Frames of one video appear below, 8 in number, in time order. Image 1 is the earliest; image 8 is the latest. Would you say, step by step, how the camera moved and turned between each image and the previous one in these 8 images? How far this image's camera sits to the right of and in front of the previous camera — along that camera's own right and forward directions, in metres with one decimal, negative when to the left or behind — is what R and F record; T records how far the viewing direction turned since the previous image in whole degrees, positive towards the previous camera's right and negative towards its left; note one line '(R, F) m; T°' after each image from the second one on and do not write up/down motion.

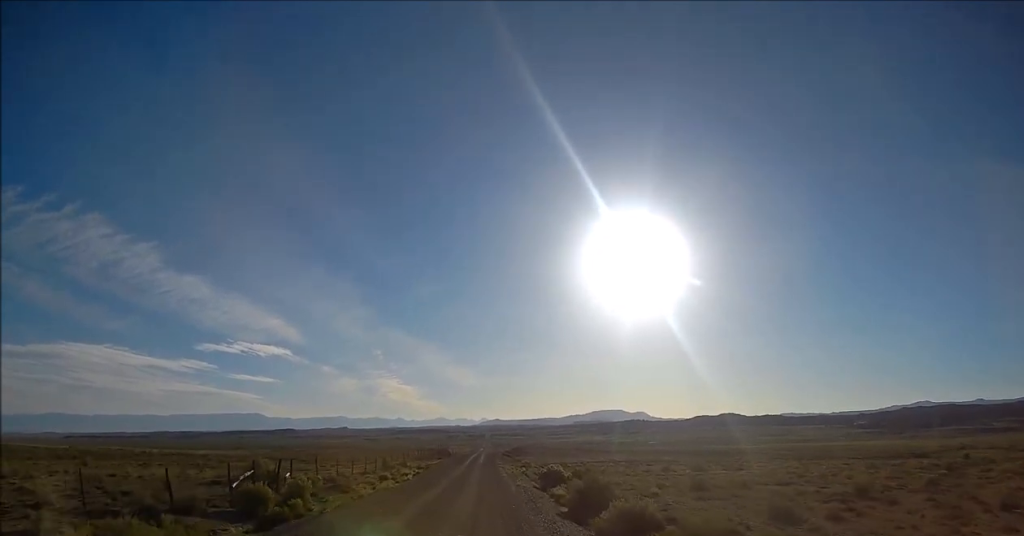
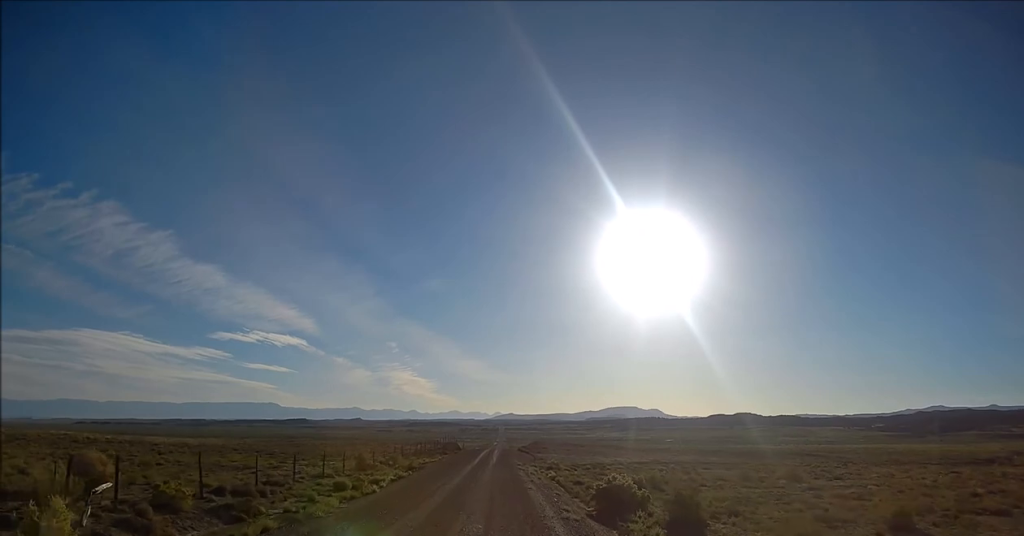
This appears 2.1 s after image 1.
(-0.2, +19.6) m; -1°
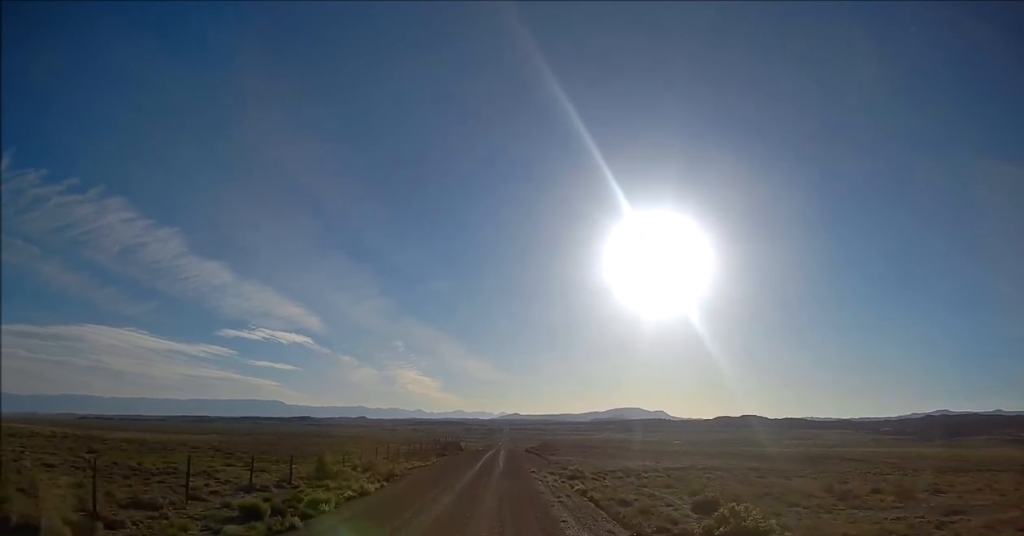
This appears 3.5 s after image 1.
(-0.1, +13.0) m; -1°
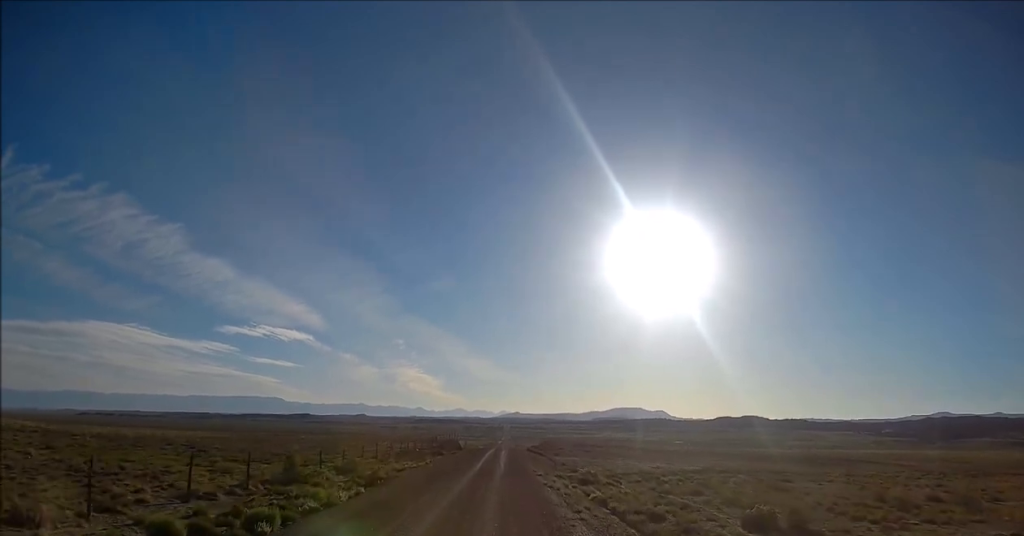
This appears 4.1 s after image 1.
(-0.1, +5.6) m; 0°
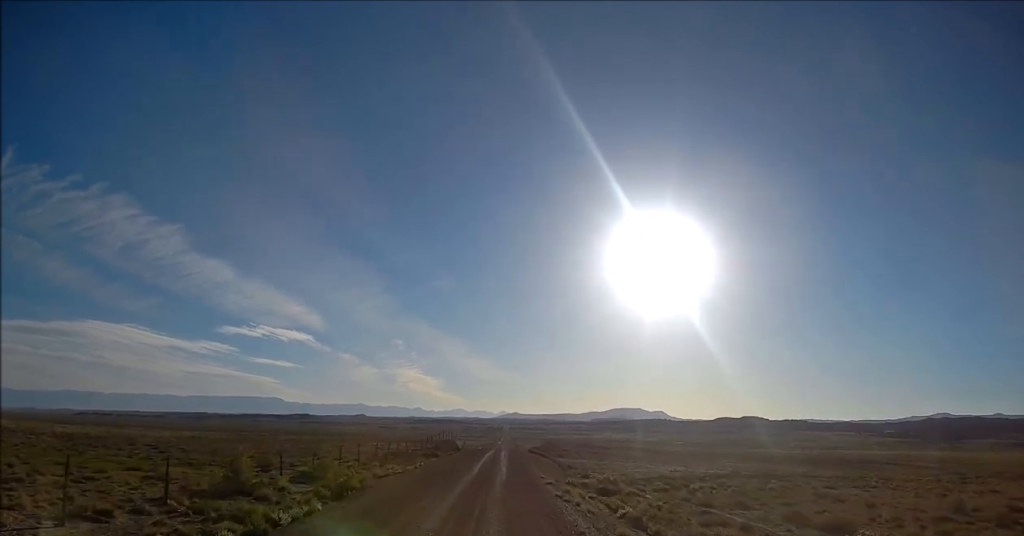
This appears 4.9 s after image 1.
(-0.1, +6.7) m; 0°
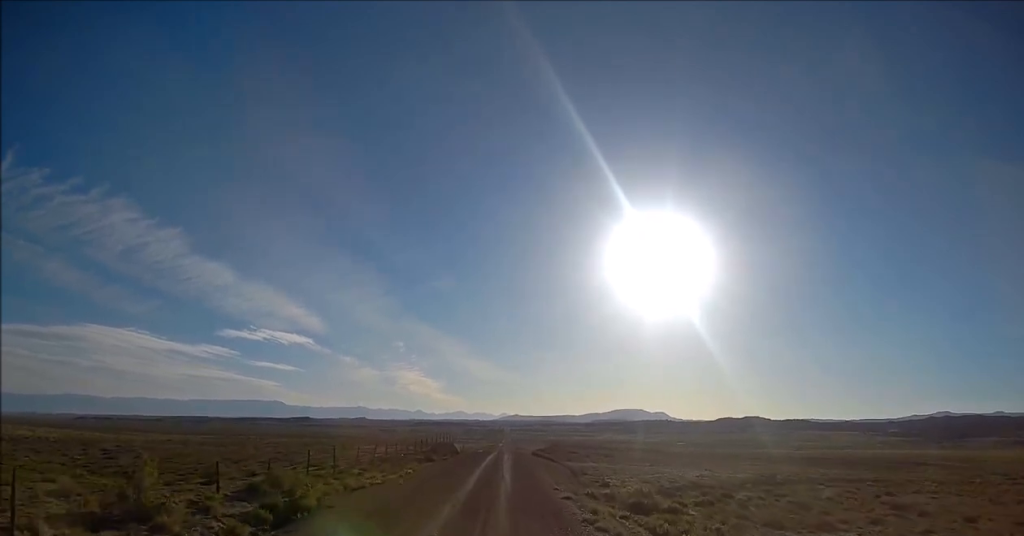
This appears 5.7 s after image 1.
(0.0, +7.2) m; 0°
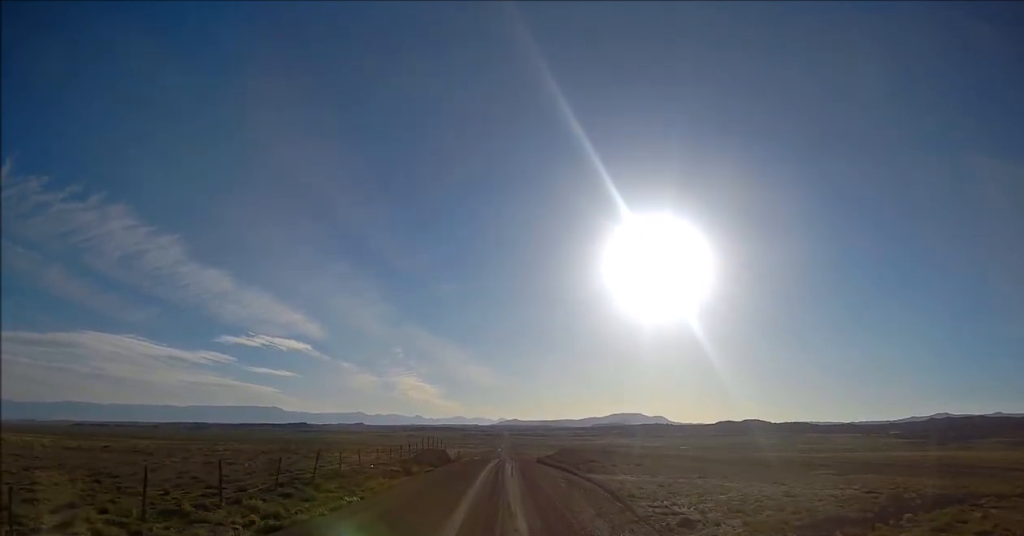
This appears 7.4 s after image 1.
(+0.1, +16.9) m; 0°
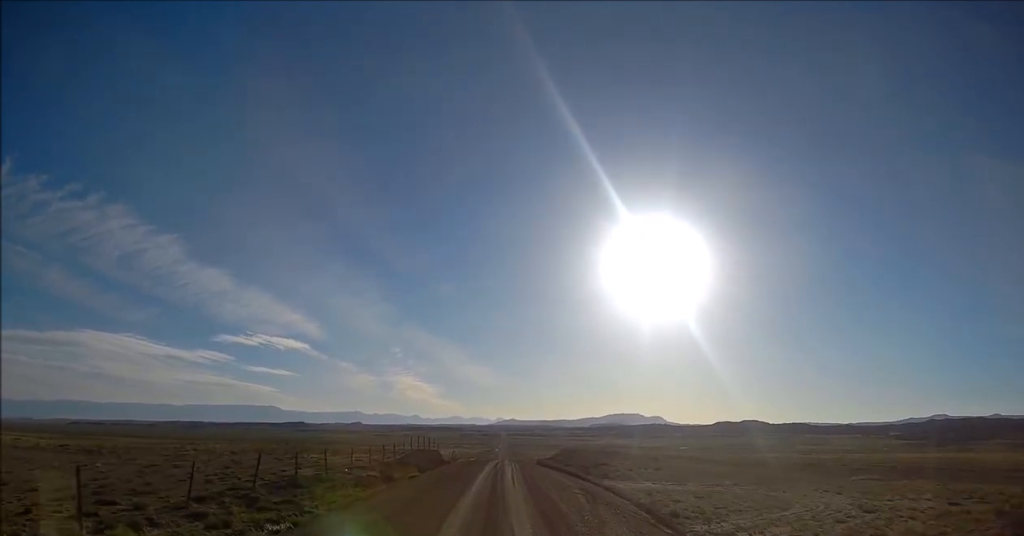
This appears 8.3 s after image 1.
(0.0, +8.0) m; 0°
